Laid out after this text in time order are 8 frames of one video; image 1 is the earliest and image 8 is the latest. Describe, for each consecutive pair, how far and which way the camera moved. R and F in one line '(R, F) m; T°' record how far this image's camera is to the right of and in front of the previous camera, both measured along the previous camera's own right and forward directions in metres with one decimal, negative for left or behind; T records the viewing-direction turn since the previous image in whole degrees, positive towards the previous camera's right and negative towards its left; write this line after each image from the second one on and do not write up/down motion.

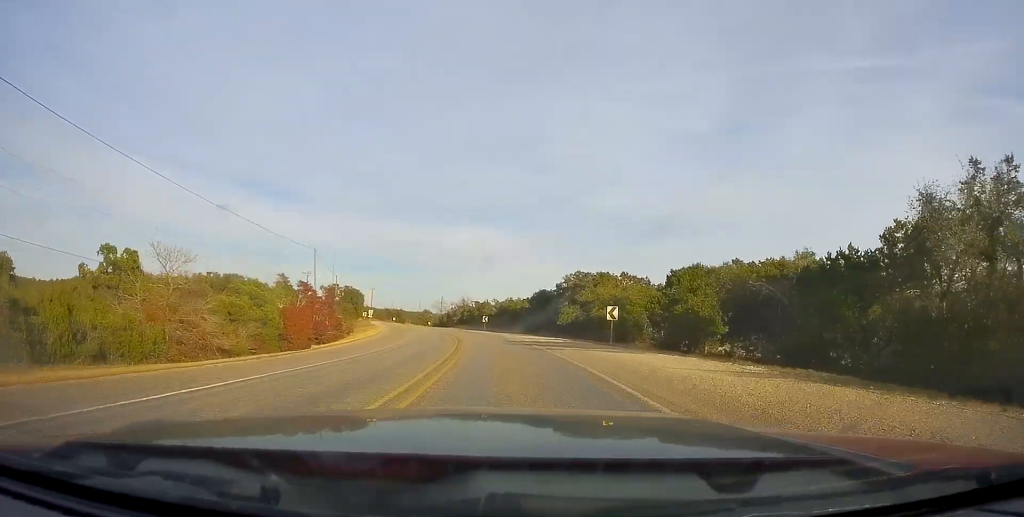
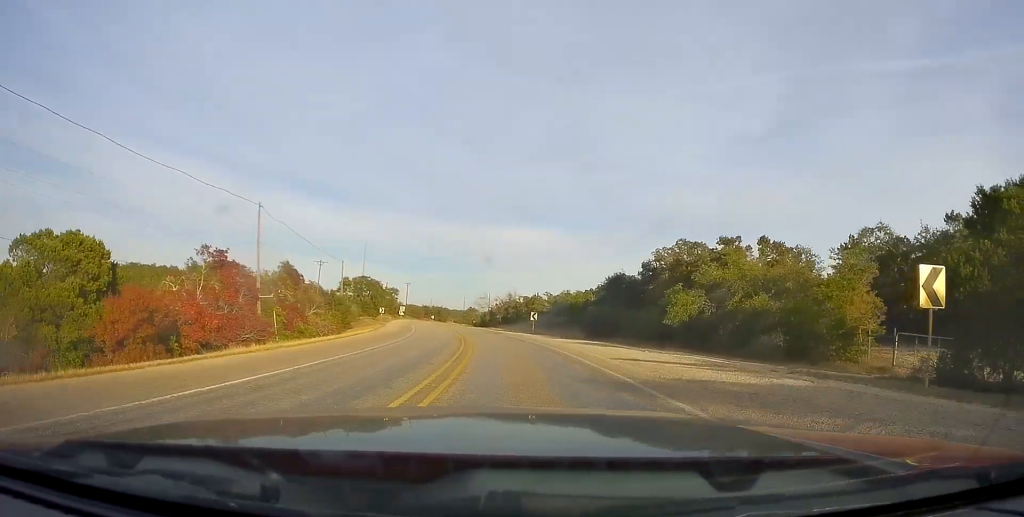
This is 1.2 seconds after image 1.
(-0.8, +25.7) m; -3°
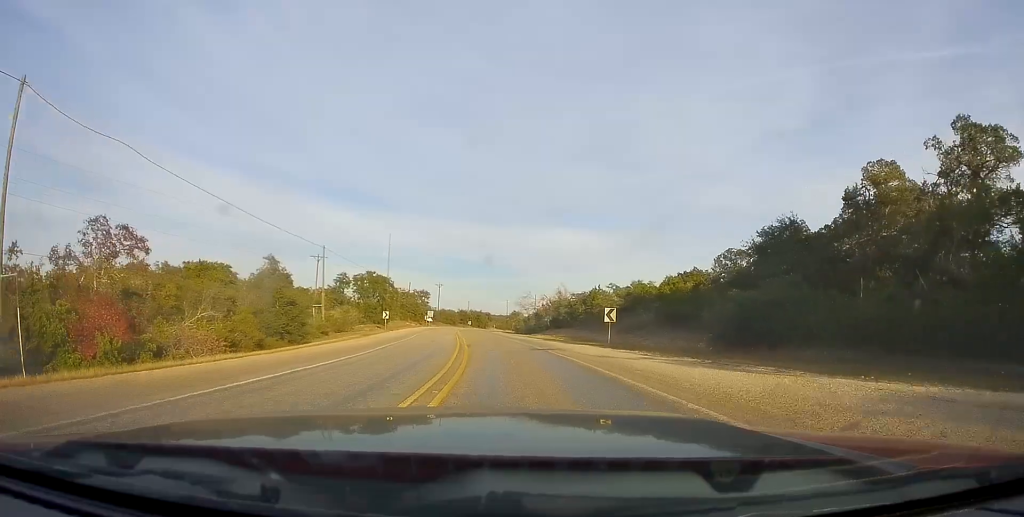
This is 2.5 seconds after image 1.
(-0.7, +26.5) m; -5°
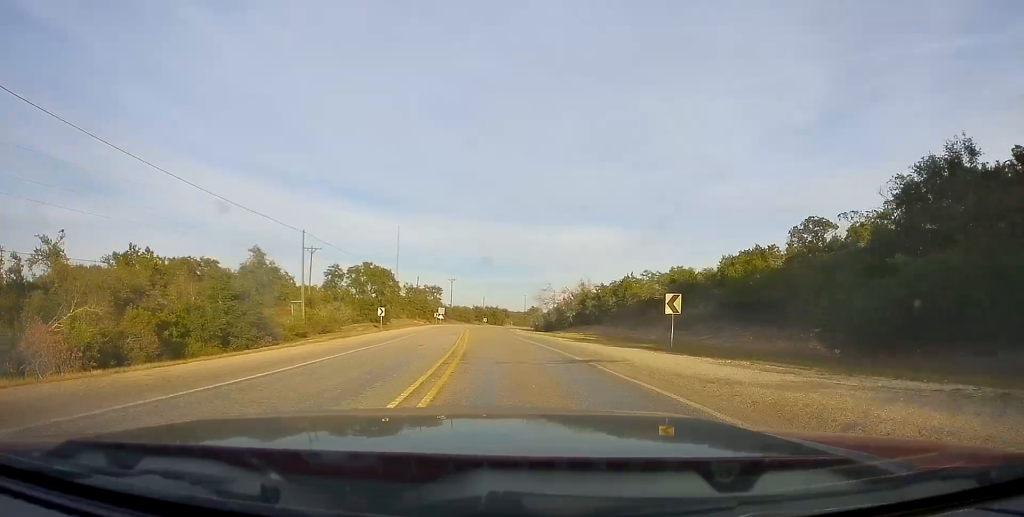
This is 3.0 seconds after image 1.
(-0.6, +10.8) m; -2°
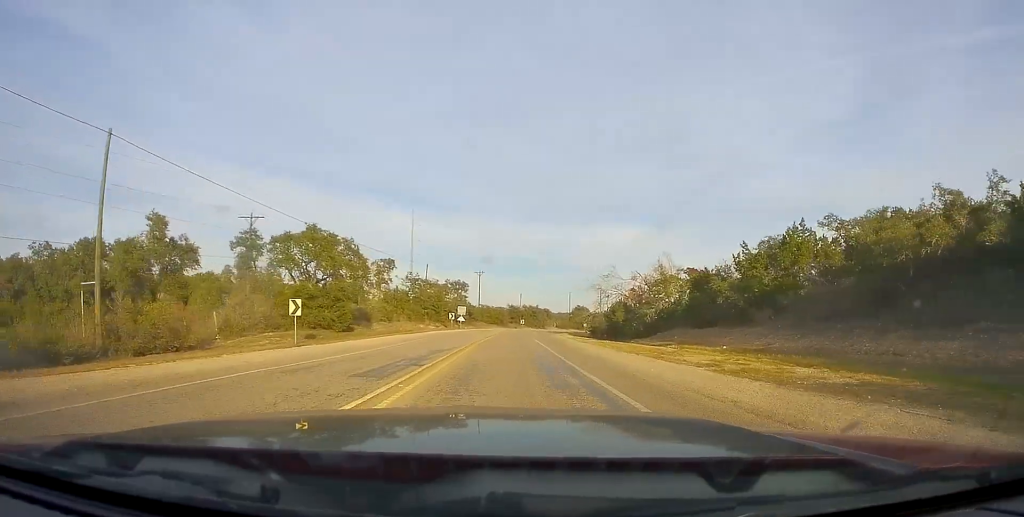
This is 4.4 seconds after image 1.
(-0.9, +31.7) m; -3°
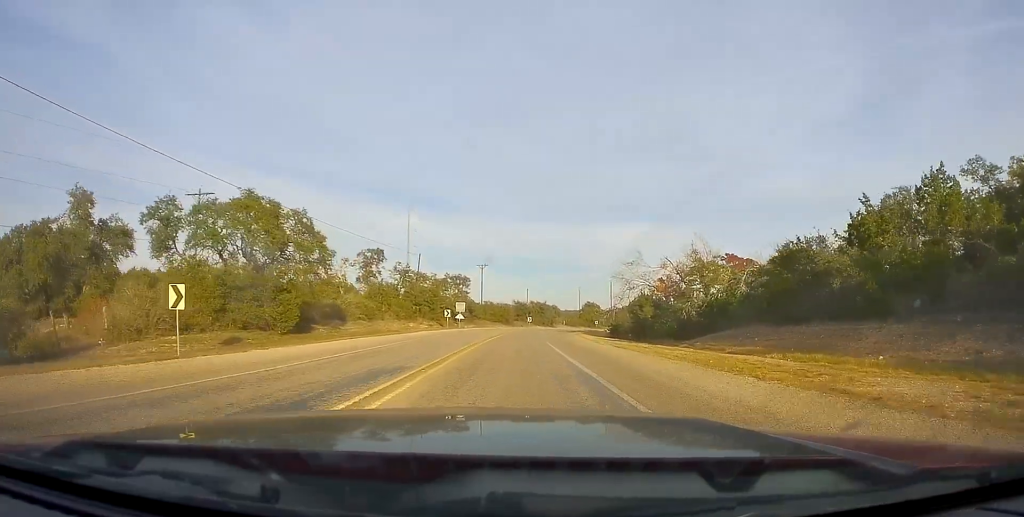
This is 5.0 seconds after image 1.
(-0.3, +11.6) m; -1°
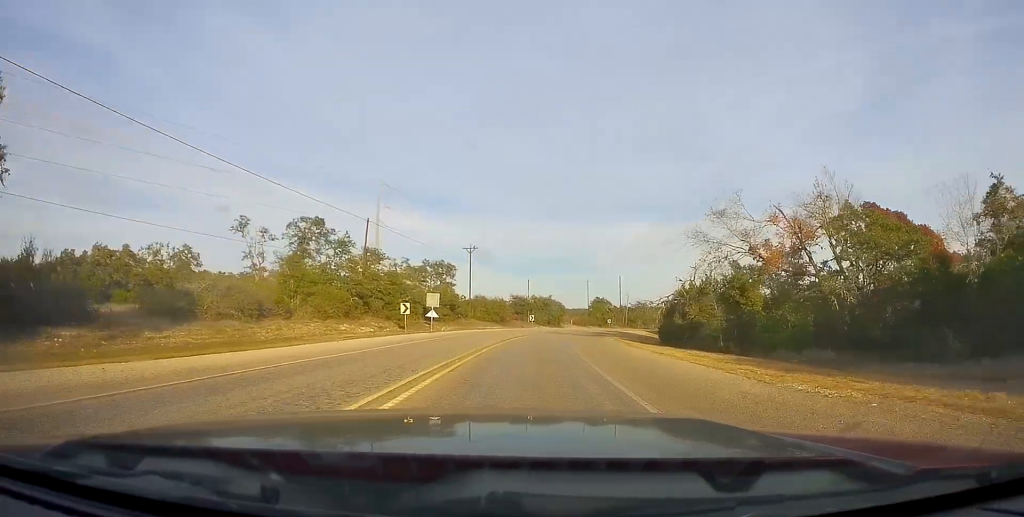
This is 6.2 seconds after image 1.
(-0.7, +25.9) m; 0°
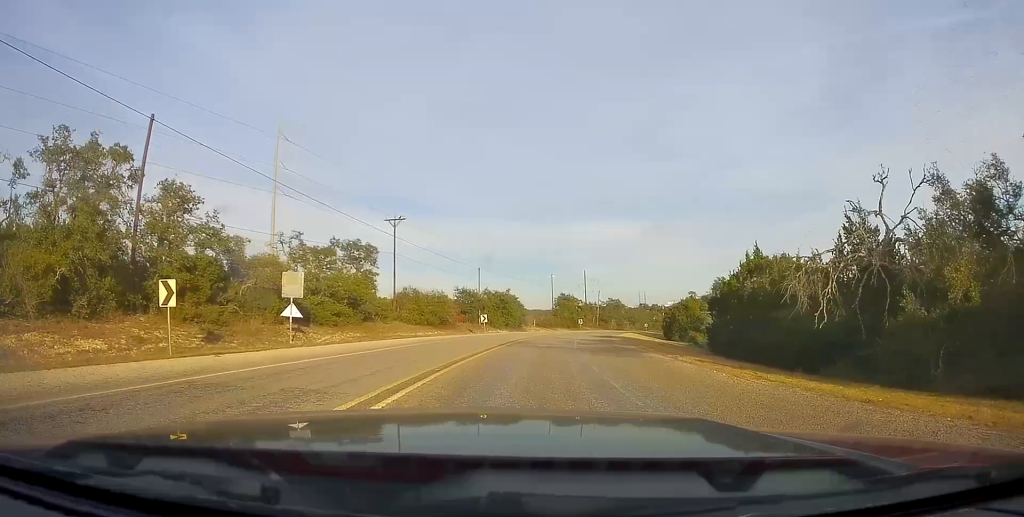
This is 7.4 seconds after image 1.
(+0.9, +27.0) m; +5°
